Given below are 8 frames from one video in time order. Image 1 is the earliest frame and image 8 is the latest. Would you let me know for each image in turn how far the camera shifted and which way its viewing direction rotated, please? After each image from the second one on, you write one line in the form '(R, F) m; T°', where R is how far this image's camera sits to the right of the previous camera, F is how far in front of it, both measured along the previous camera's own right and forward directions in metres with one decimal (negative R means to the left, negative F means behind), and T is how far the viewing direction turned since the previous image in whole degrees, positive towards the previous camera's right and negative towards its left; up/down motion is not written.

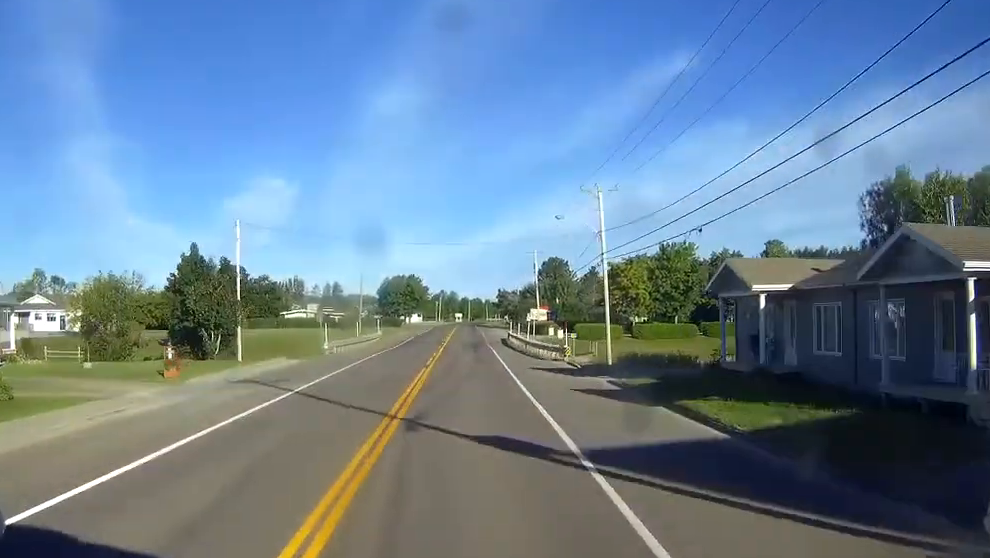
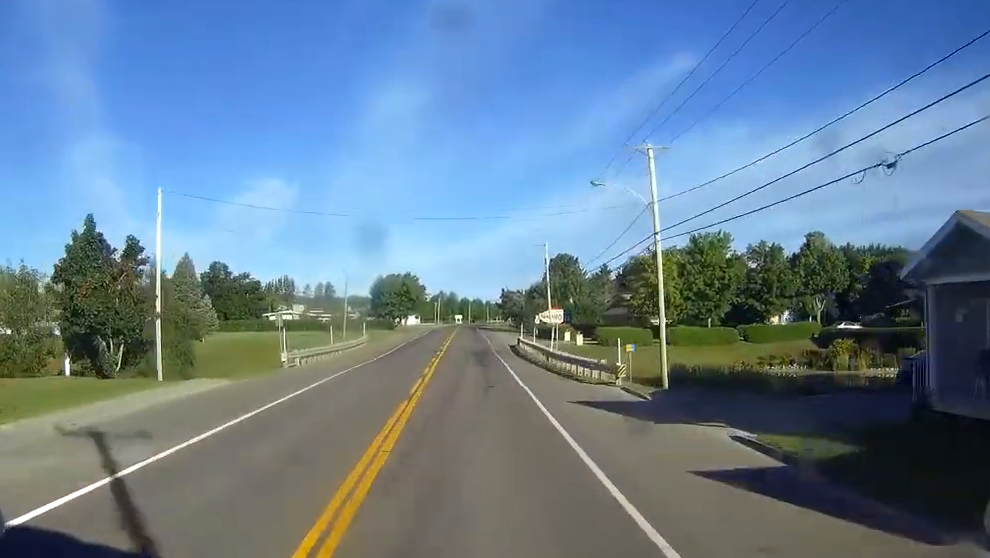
(0.0, +14.6) m; 0°
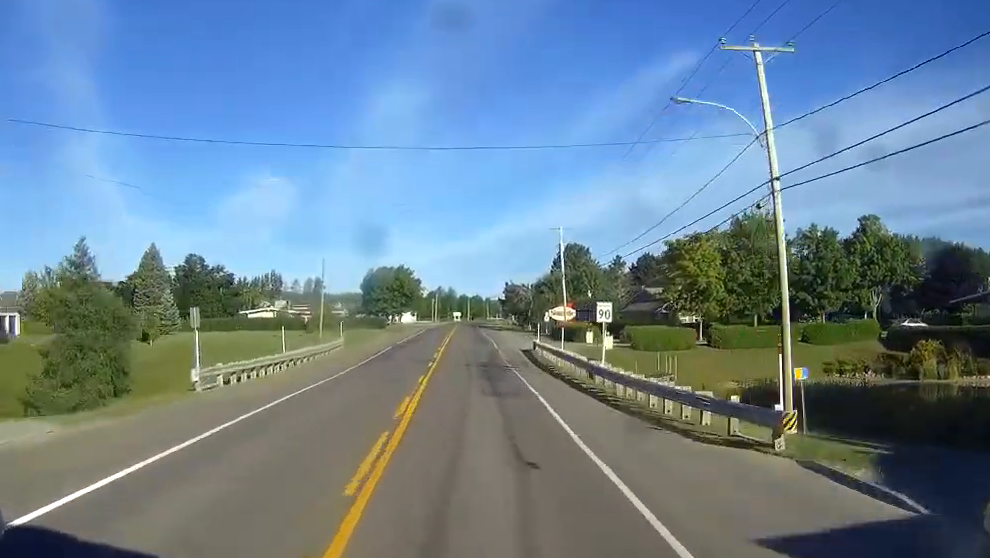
(0.0, +15.5) m; 0°
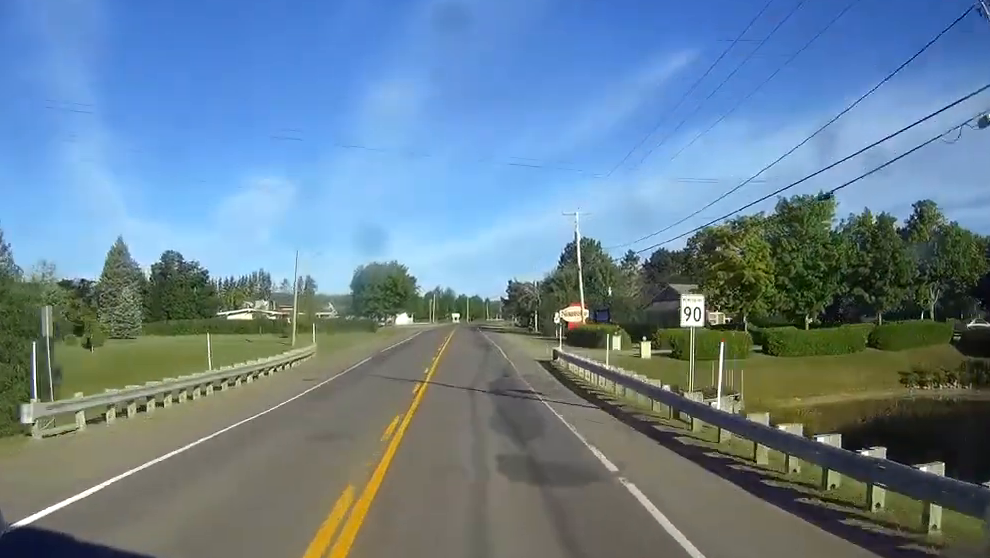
(0.0, +12.5) m; 0°
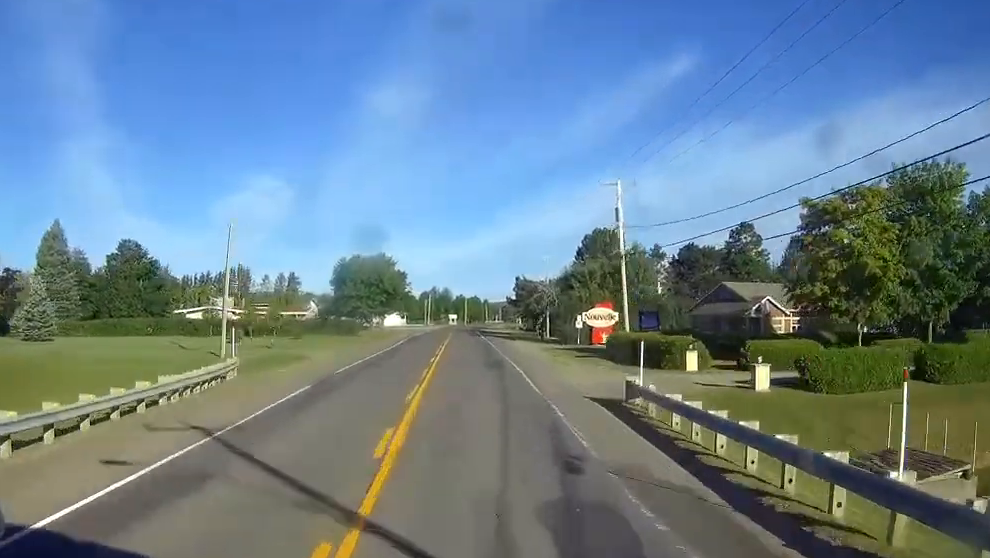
(0.0, +19.6) m; 0°
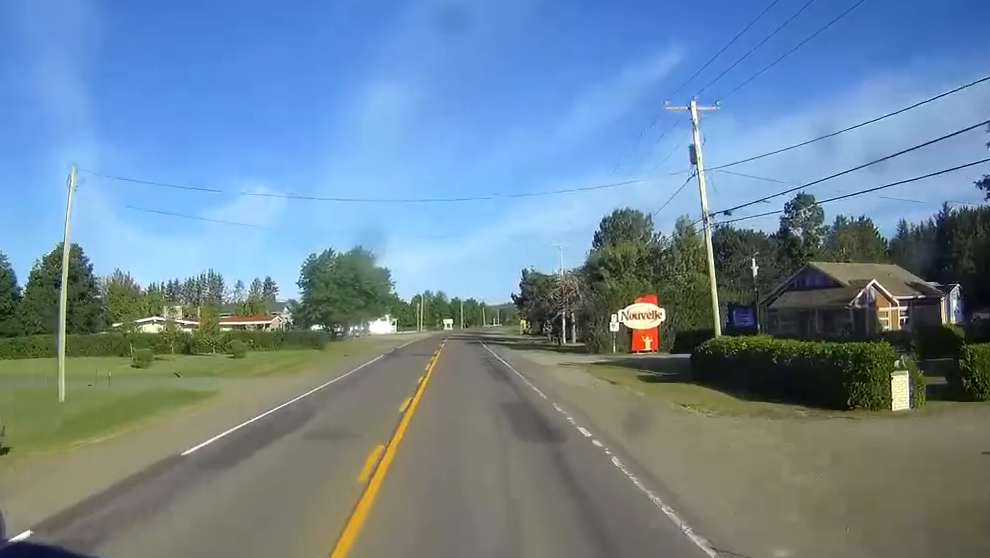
(0.0, +19.8) m; 0°
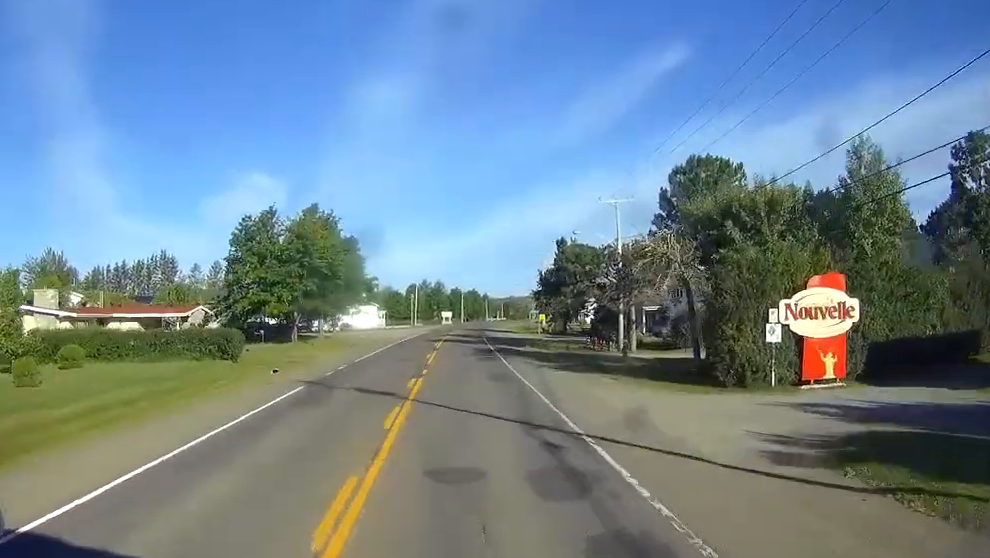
(+0.2, +30.5) m; 0°
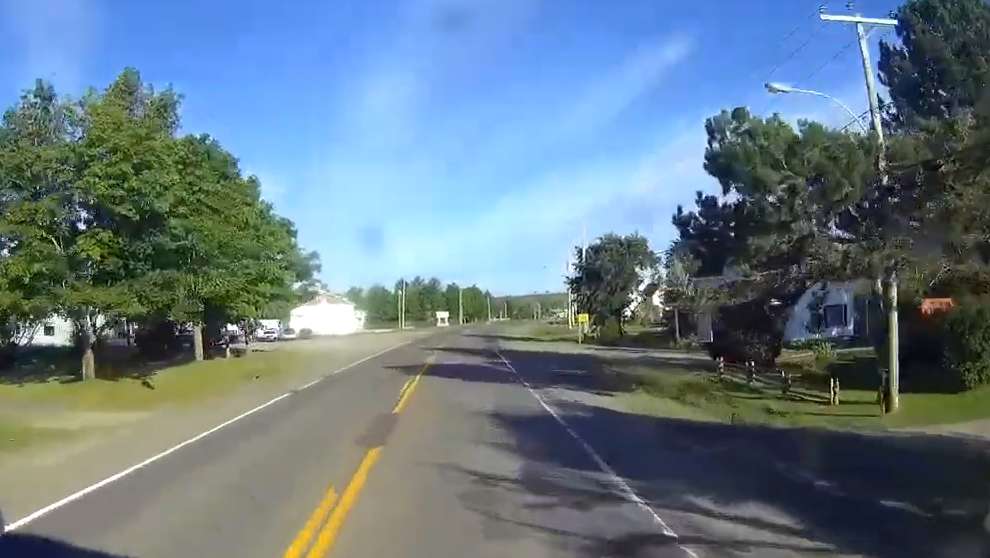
(+0.1, +36.7) m; 0°
